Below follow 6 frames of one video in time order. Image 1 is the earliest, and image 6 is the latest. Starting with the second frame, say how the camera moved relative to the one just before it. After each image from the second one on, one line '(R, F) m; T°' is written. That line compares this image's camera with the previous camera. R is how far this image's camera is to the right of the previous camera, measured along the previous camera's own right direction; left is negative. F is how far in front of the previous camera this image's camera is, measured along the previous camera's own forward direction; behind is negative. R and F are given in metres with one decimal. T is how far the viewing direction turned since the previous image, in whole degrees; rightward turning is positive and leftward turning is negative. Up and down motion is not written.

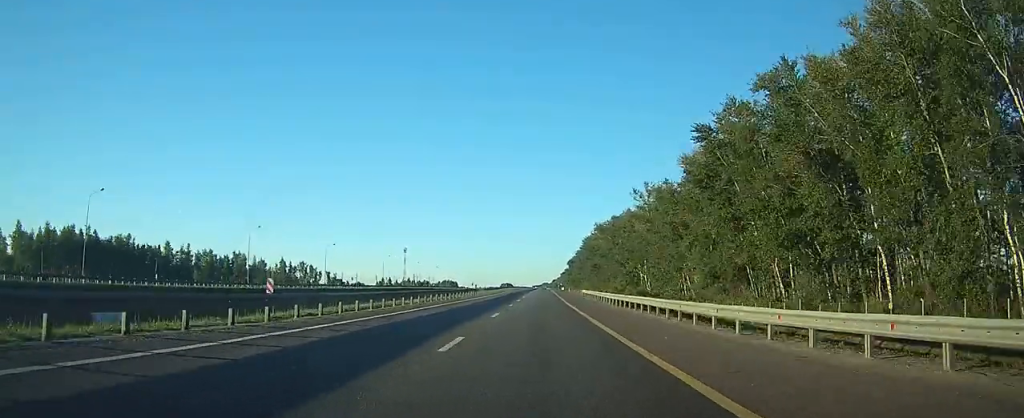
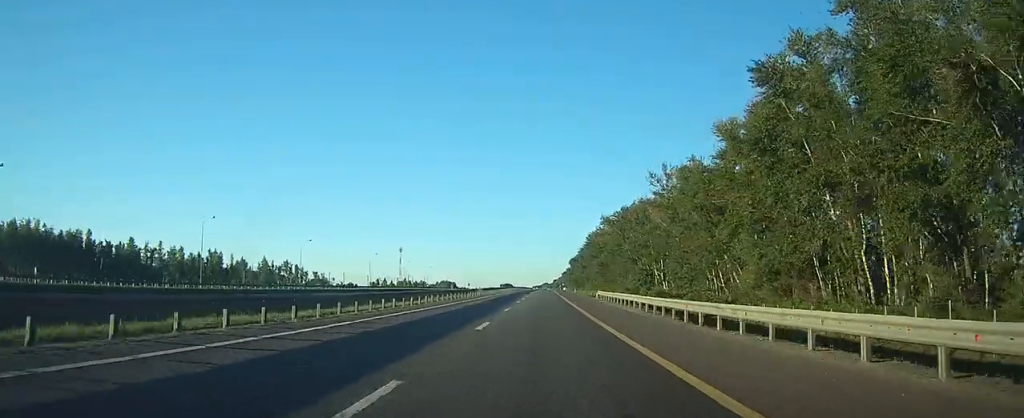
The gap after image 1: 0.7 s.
(0.0, +18.4) m; 0°
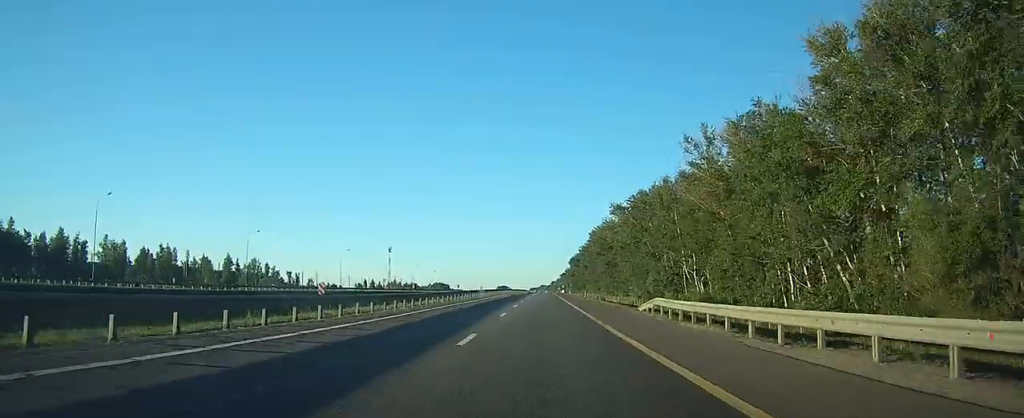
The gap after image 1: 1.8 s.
(-0.1, +28.0) m; 0°
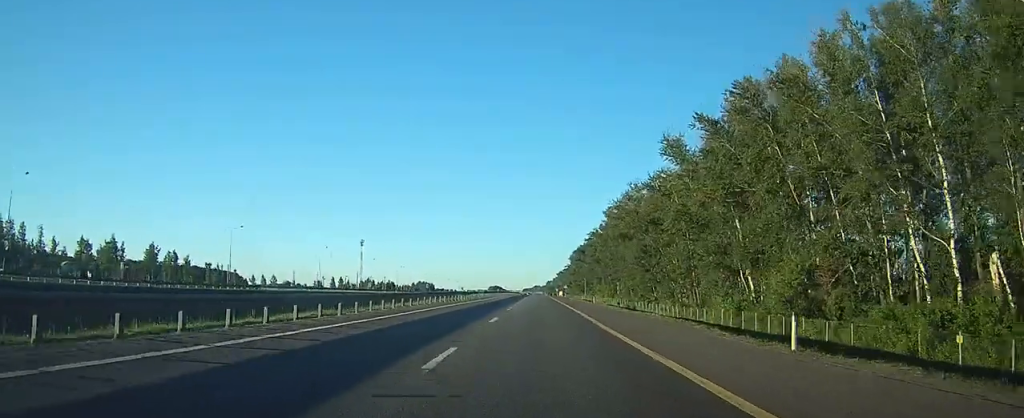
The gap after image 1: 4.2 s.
(+0.7, +63.7) m; +1°
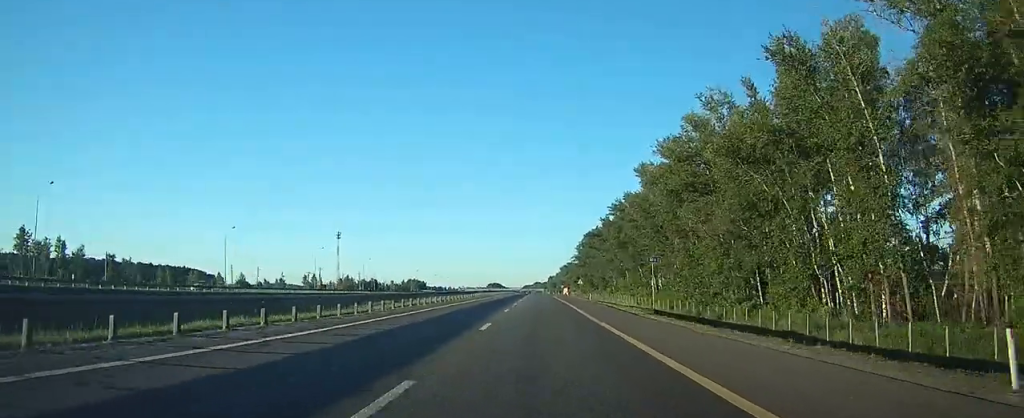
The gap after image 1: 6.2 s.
(0.0, +52.4) m; 0°
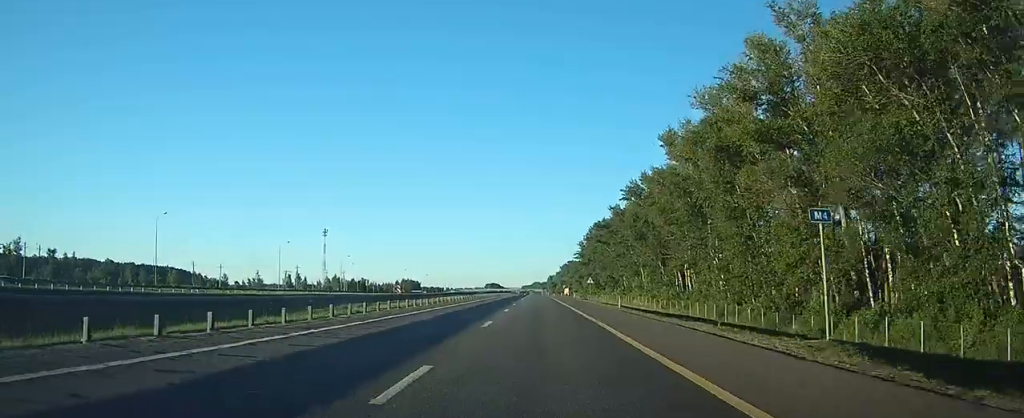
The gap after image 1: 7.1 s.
(0.0, +22.8) m; 0°
